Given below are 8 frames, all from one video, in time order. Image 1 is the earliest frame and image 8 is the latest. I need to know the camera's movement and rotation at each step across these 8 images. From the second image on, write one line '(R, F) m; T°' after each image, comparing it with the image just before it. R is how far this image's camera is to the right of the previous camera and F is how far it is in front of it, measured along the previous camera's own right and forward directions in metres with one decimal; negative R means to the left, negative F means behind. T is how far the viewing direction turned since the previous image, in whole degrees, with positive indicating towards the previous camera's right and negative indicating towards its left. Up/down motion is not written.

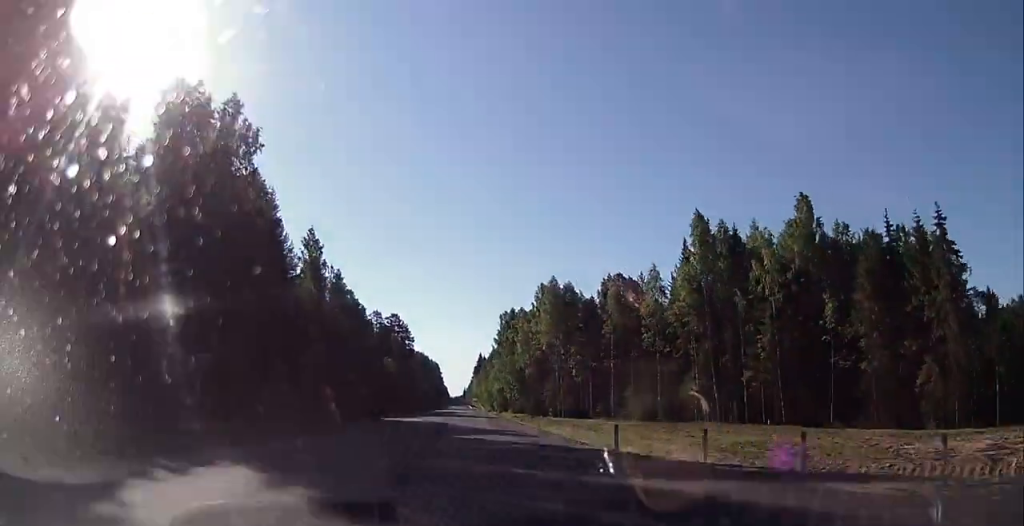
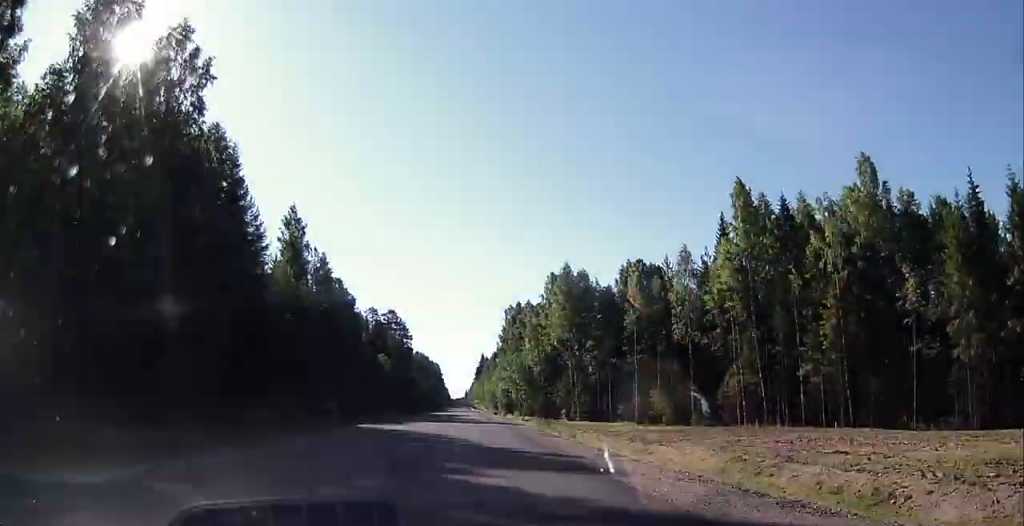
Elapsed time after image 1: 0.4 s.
(+0.1, +13.5) m; 0°
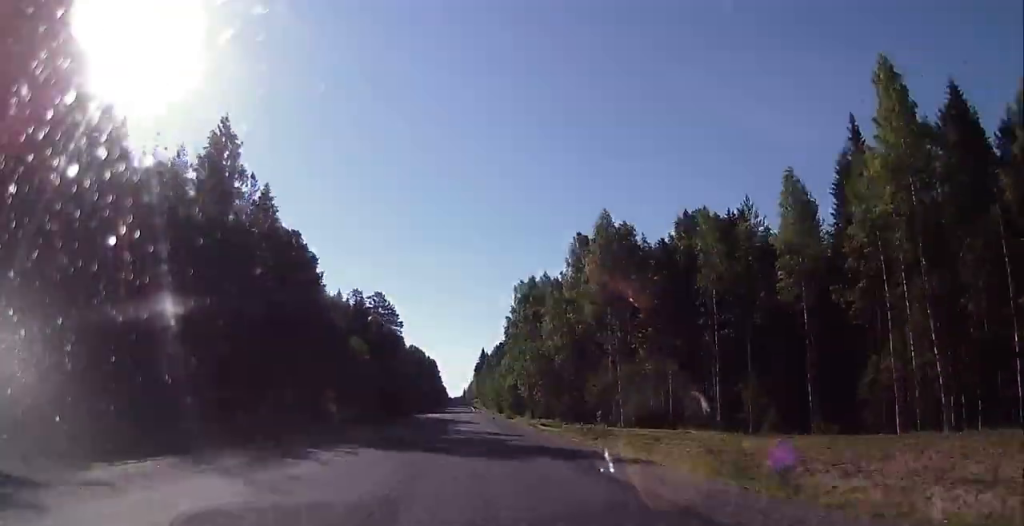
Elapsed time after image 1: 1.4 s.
(+0.2, +30.1) m; +1°
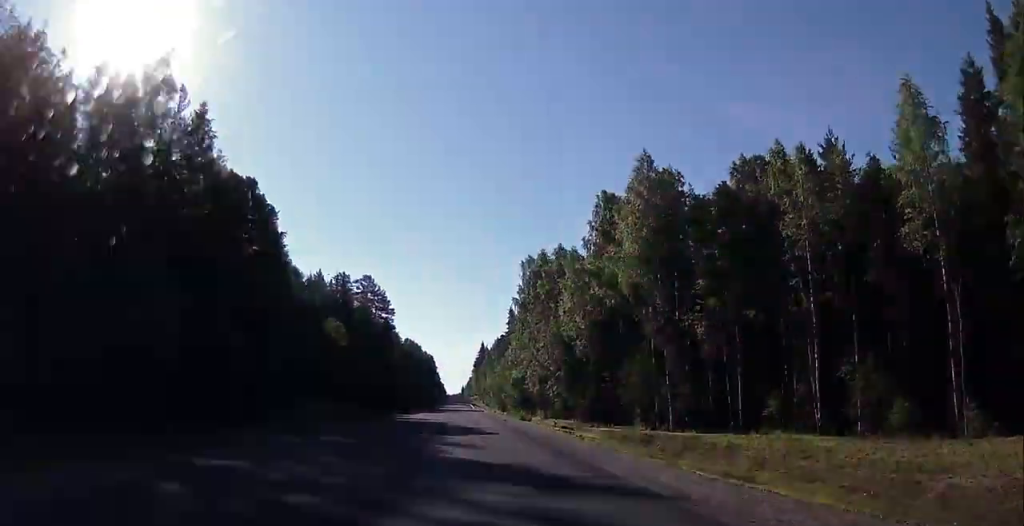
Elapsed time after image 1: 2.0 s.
(0.0, +18.7) m; 0°
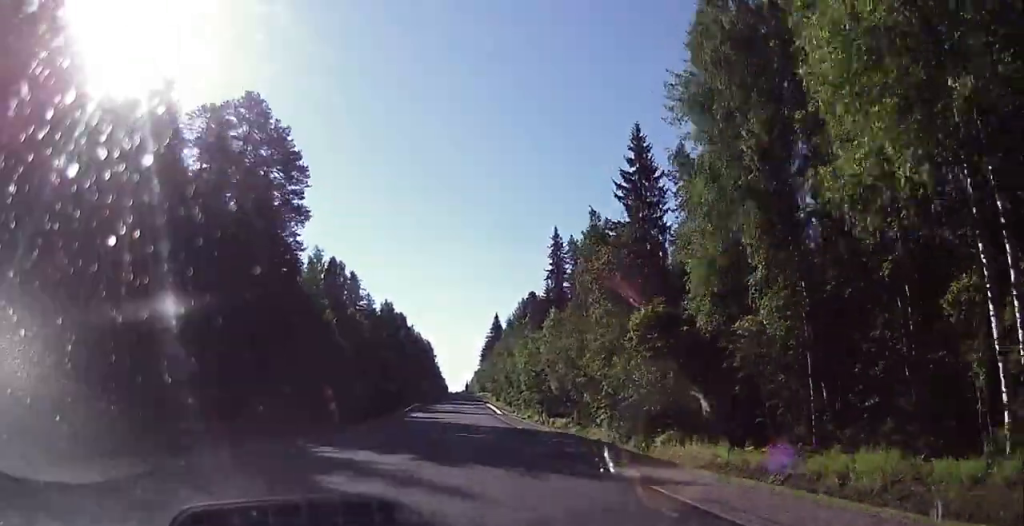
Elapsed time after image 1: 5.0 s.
(+3.3, +92.5) m; +2°
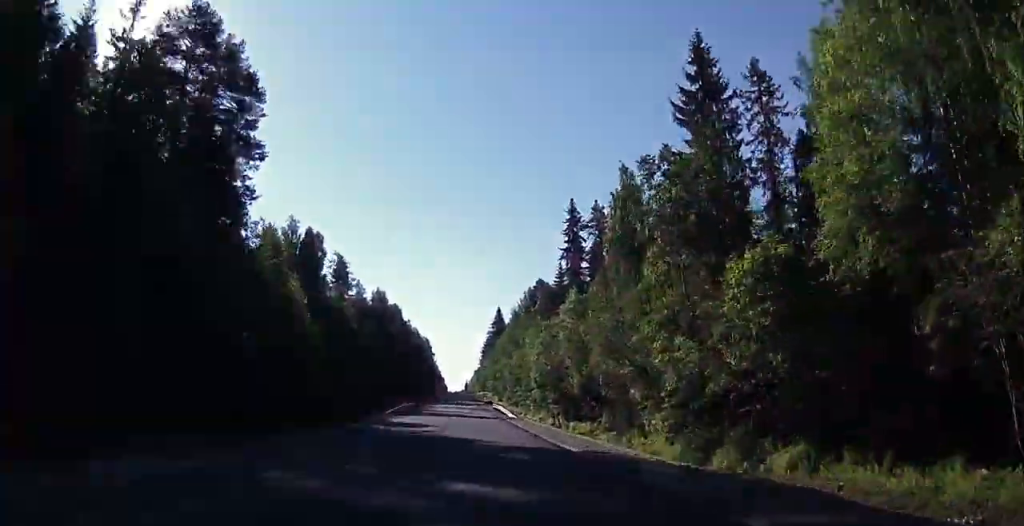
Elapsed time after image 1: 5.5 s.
(-0.9, +16.5) m; -2°
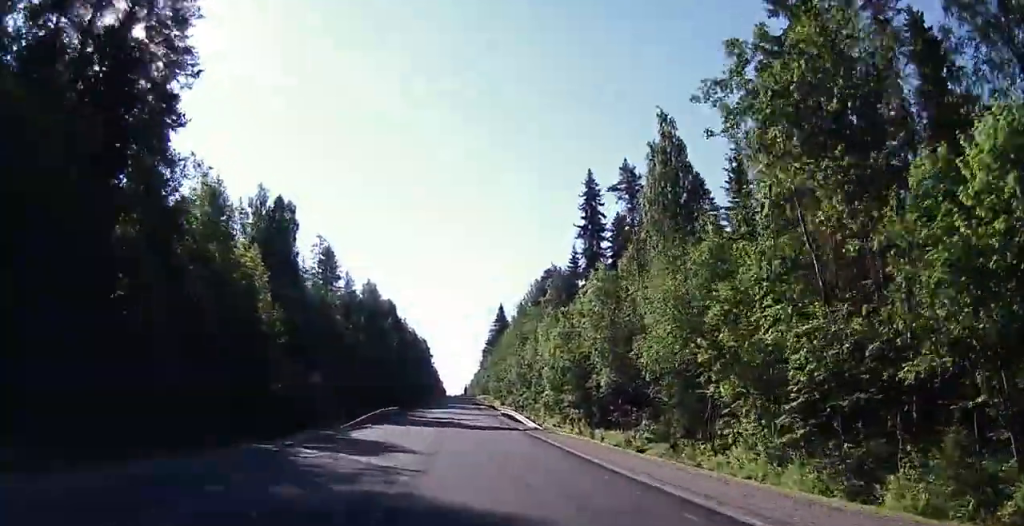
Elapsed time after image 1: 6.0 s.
(-0.3, +14.5) m; -1°
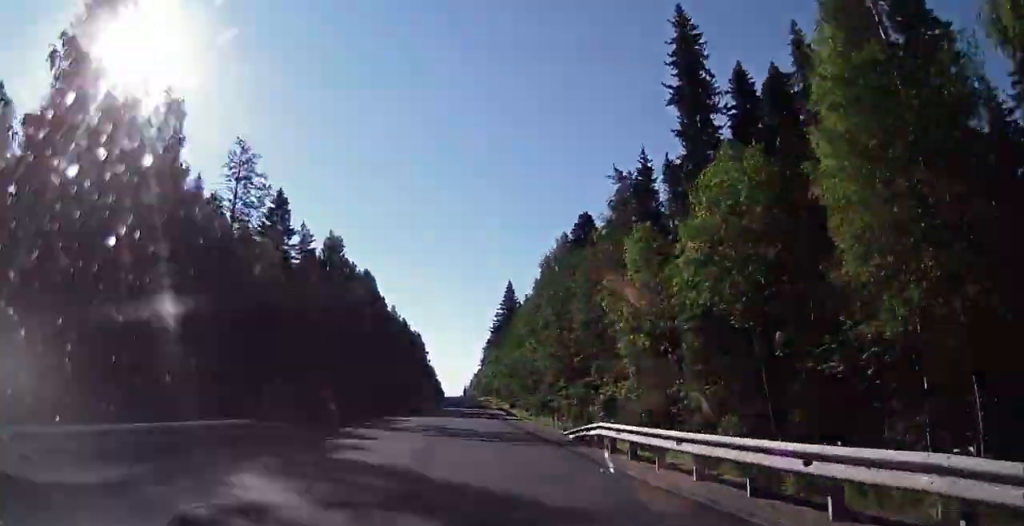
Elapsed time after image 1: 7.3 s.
(0.0, +39.1) m; +1°
